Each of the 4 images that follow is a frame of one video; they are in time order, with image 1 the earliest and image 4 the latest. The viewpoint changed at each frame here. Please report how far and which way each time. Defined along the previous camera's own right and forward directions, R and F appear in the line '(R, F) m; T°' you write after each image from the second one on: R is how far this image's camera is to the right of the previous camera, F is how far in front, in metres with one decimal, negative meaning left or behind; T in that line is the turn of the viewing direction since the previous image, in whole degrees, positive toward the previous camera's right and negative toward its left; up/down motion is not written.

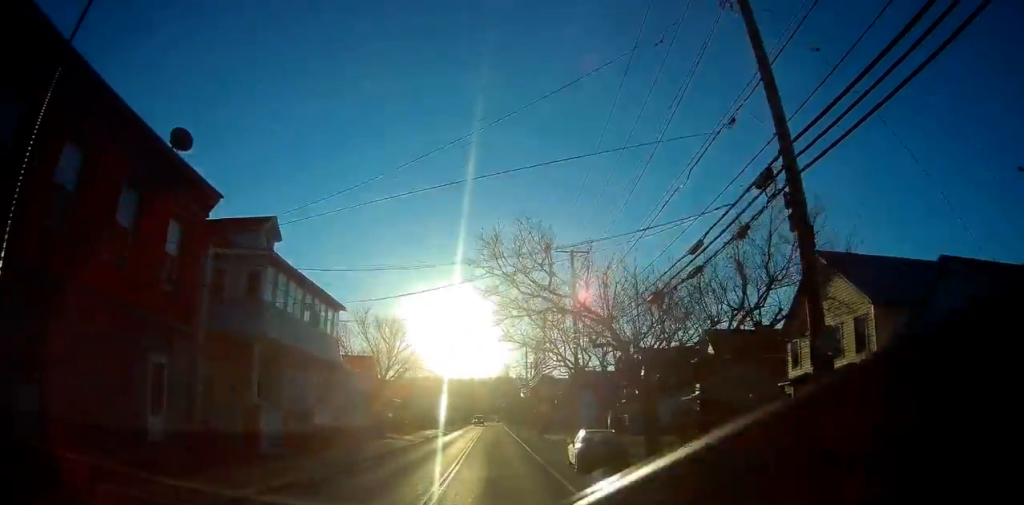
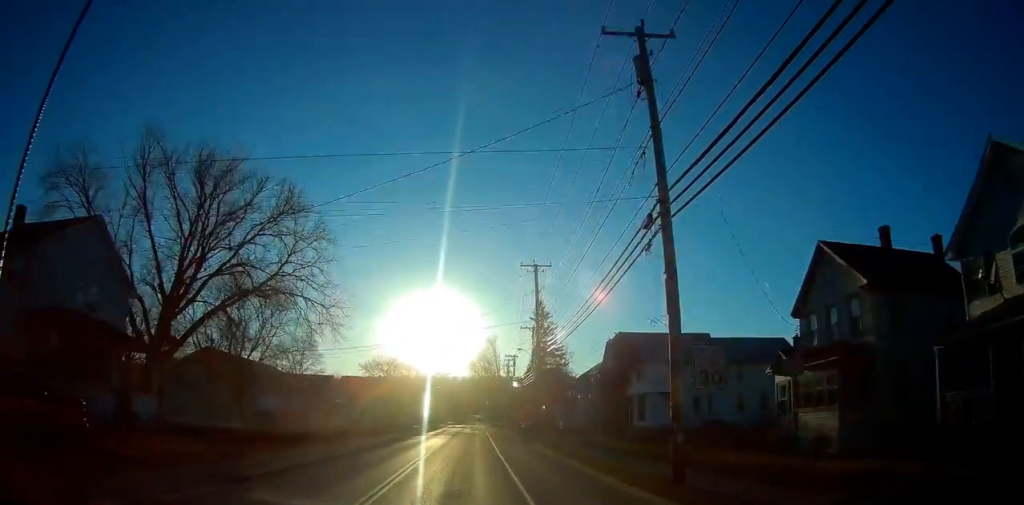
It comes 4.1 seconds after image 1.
(+0.8, +50.5) m; +1°
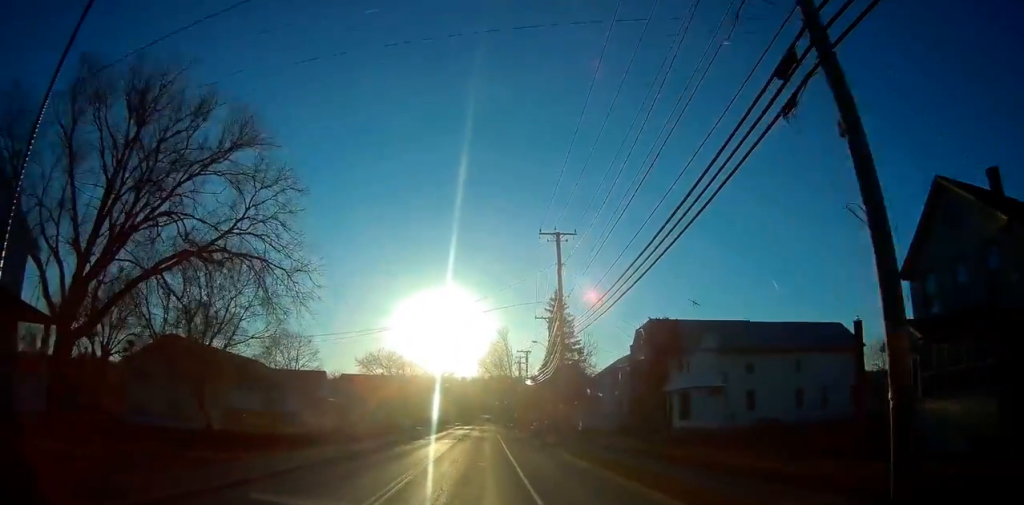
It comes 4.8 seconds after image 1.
(-0.3, +8.2) m; 0°
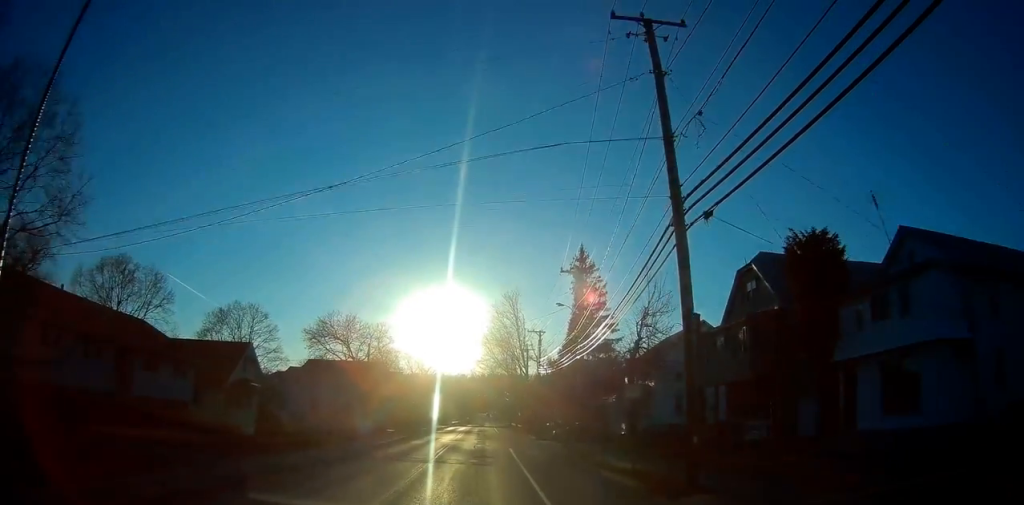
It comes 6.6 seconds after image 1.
(+0.1, +21.6) m; -1°
